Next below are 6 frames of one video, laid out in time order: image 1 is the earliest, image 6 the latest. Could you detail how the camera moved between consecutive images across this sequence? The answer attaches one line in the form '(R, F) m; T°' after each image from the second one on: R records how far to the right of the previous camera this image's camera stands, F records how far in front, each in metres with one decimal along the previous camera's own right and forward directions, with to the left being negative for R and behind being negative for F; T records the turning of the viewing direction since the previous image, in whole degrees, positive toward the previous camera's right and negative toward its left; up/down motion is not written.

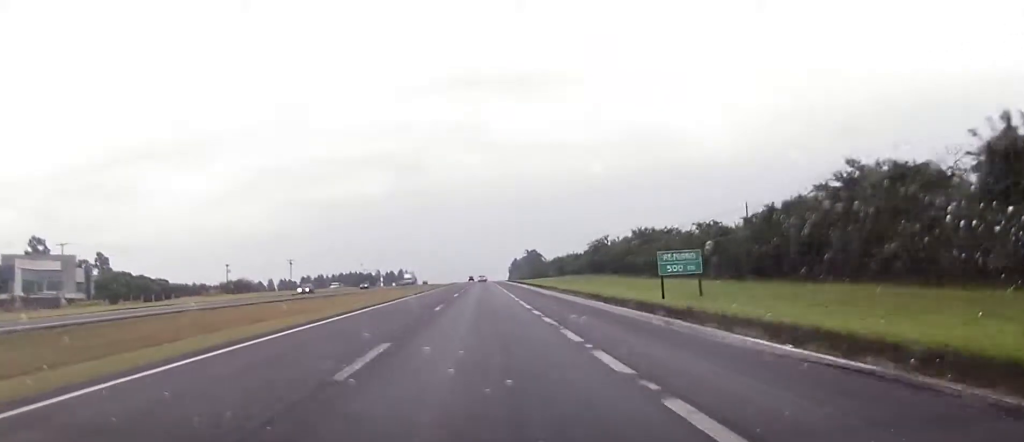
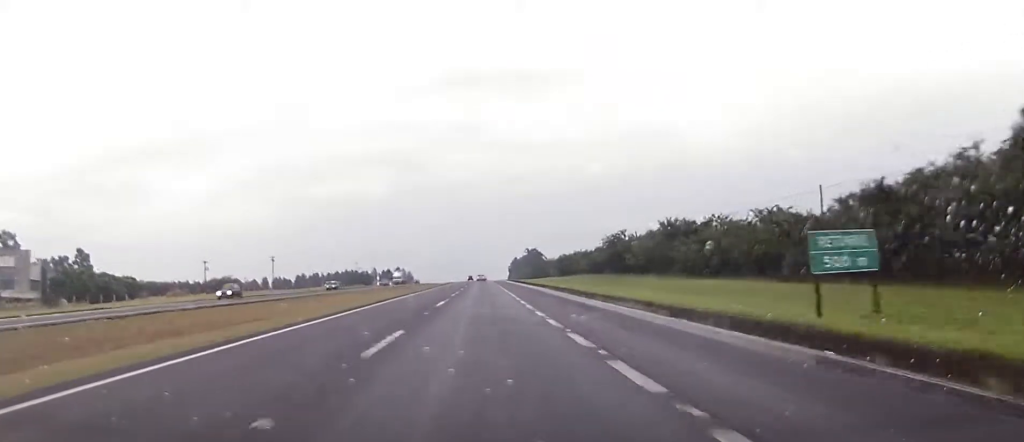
(+0.1, +15.3) m; 0°
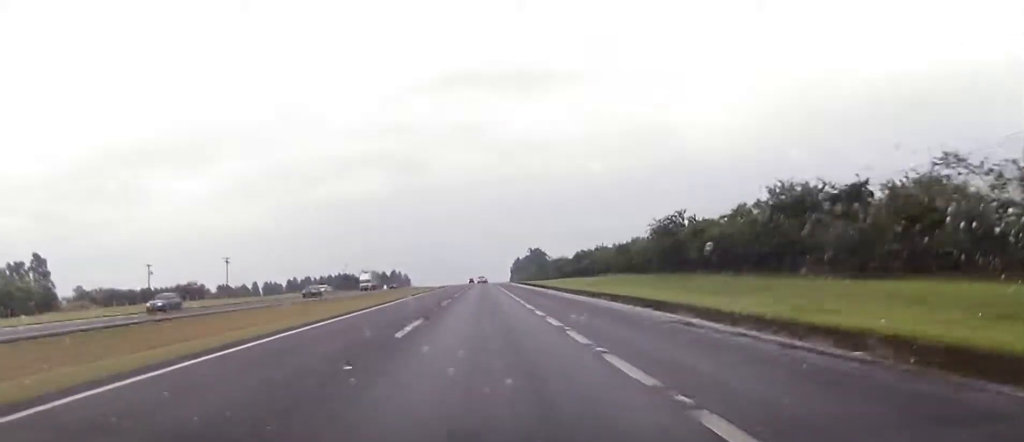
(-0.1, +32.3) m; 0°
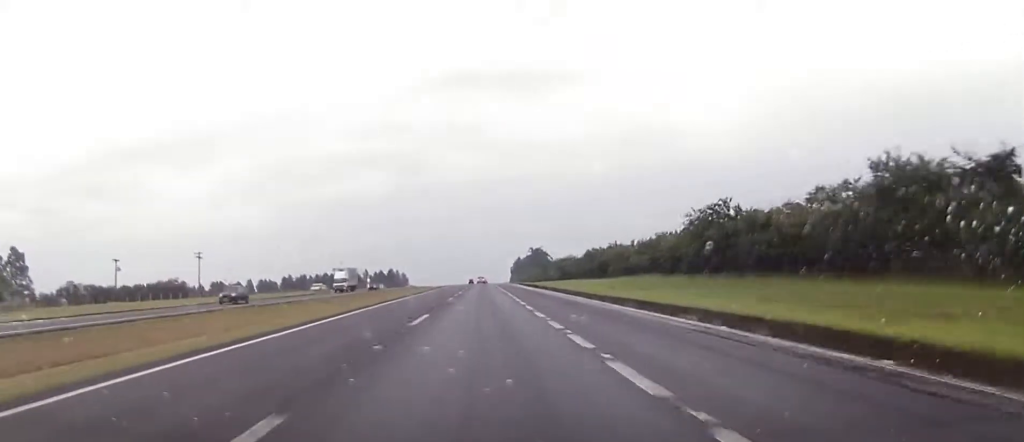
(0.0, +14.9) m; 0°
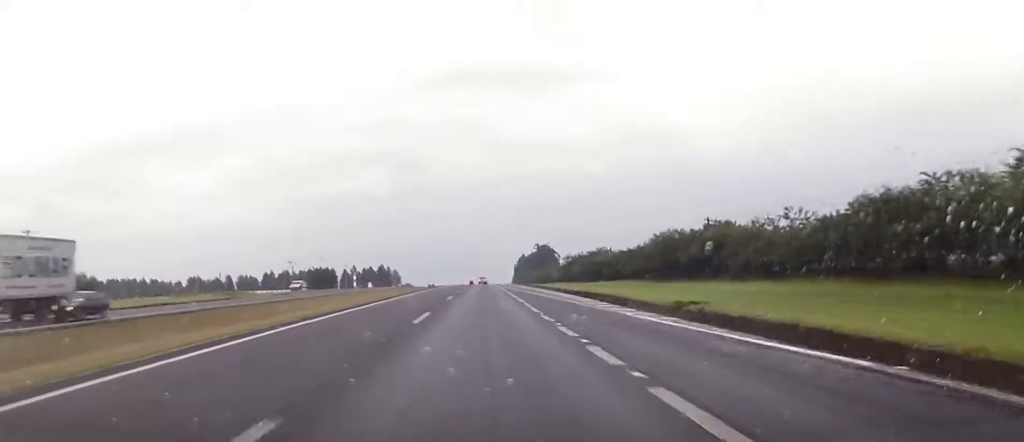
(0.0, +59.7) m; 0°
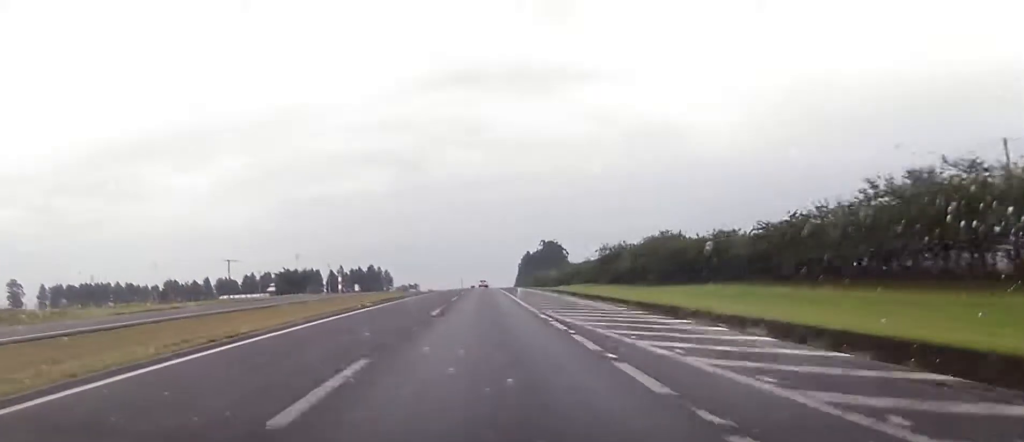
(-0.2, +51.8) m; 0°
